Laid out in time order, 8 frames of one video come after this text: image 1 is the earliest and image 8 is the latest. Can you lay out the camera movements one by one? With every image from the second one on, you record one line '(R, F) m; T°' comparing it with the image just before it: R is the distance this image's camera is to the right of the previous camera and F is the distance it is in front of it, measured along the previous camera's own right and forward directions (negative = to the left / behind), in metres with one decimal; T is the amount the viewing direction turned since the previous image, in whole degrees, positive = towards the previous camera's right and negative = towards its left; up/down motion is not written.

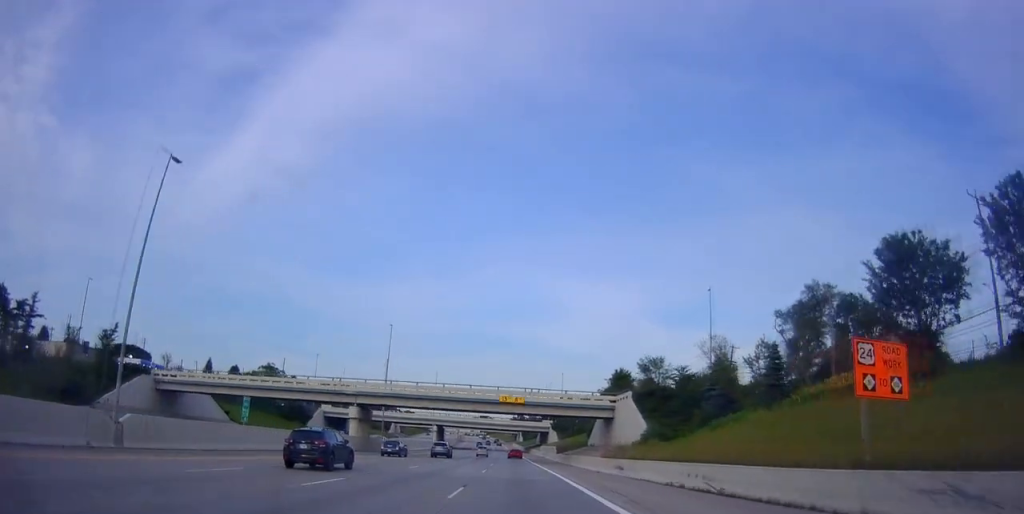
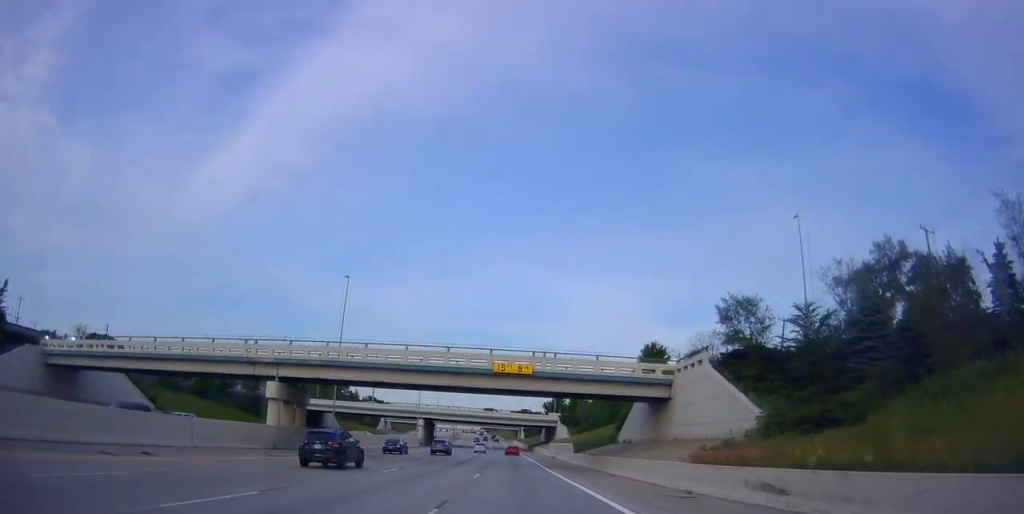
(+0.2, +21.6) m; 0°
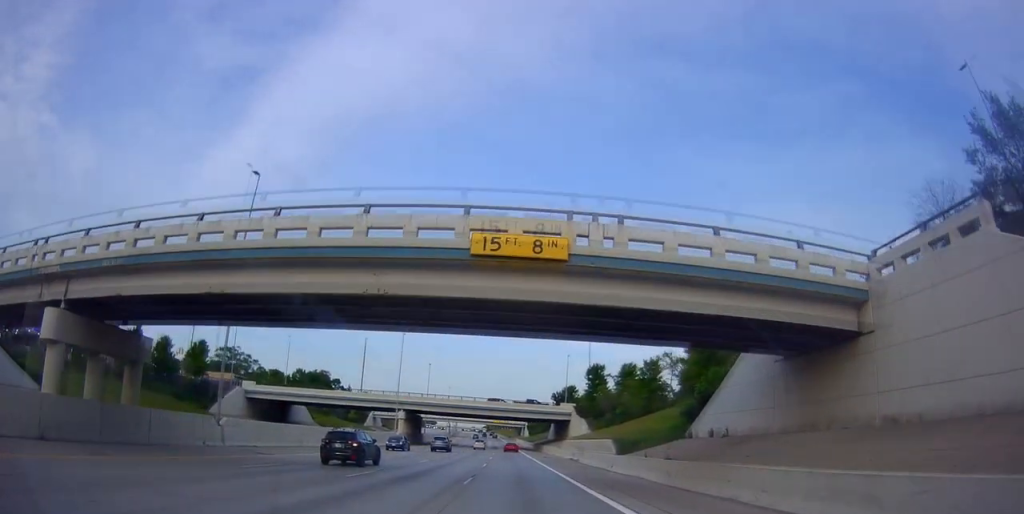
(-0.3, +22.9) m; -1°
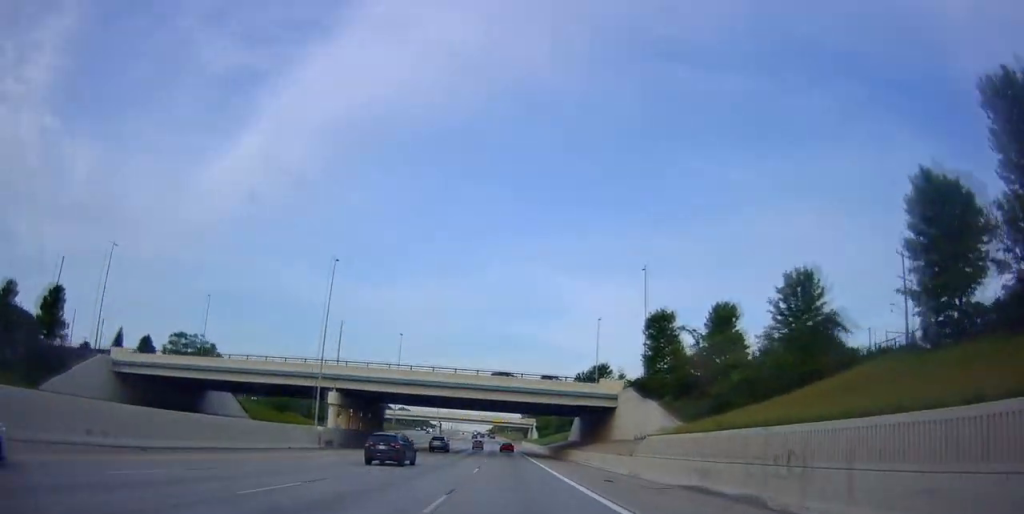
(-0.1, +38.4) m; 0°
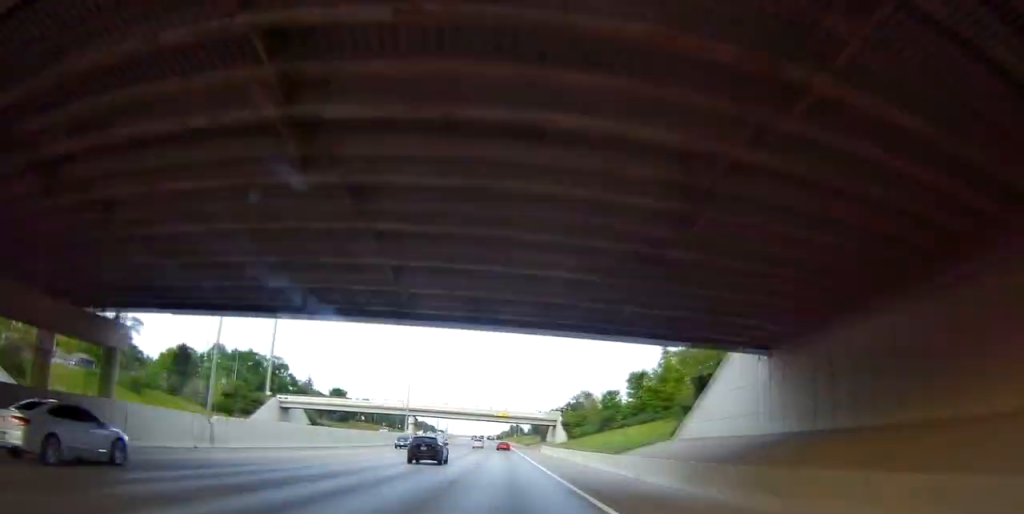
(-0.6, +58.4) m; -1°
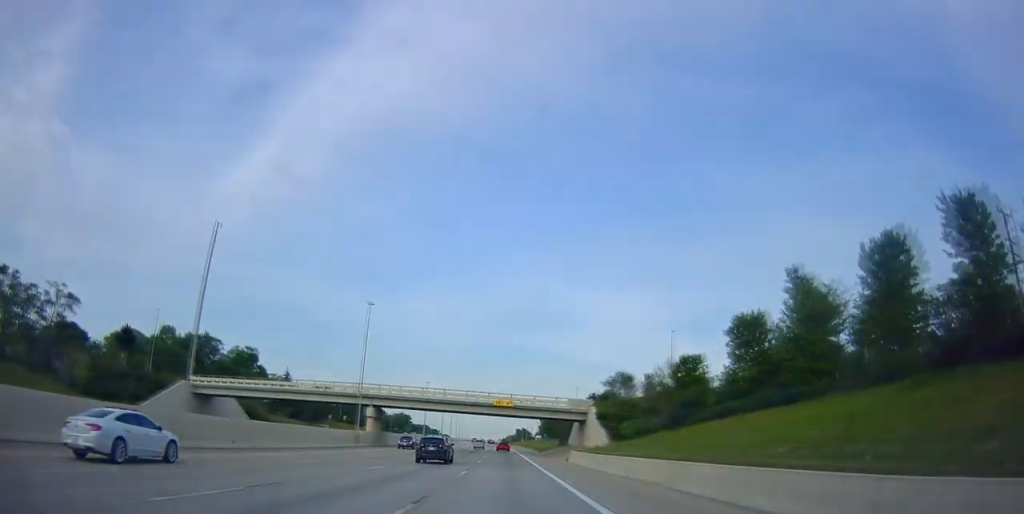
(-0.2, +36.0) m; 0°
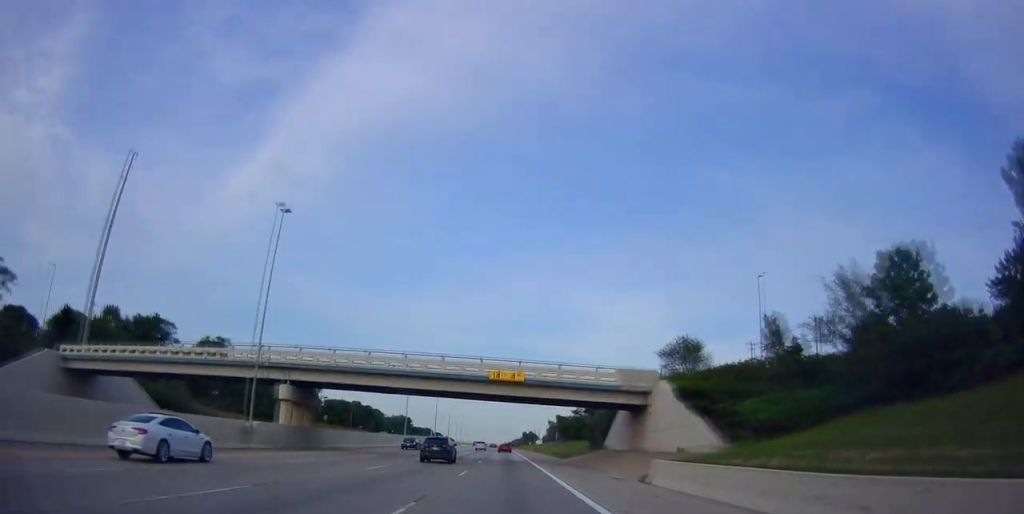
(0.0, +29.2) m; 0°
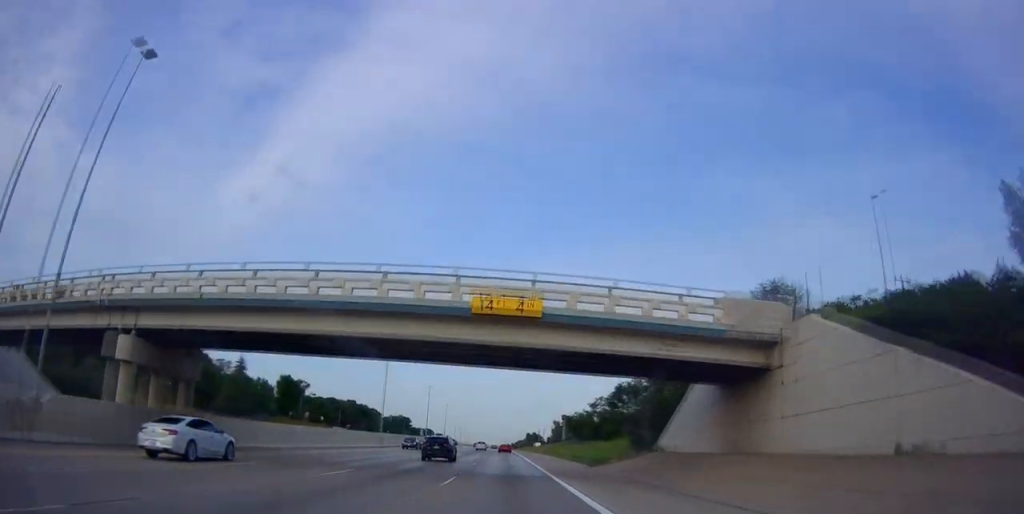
(+0.1, +21.0) m; -1°
